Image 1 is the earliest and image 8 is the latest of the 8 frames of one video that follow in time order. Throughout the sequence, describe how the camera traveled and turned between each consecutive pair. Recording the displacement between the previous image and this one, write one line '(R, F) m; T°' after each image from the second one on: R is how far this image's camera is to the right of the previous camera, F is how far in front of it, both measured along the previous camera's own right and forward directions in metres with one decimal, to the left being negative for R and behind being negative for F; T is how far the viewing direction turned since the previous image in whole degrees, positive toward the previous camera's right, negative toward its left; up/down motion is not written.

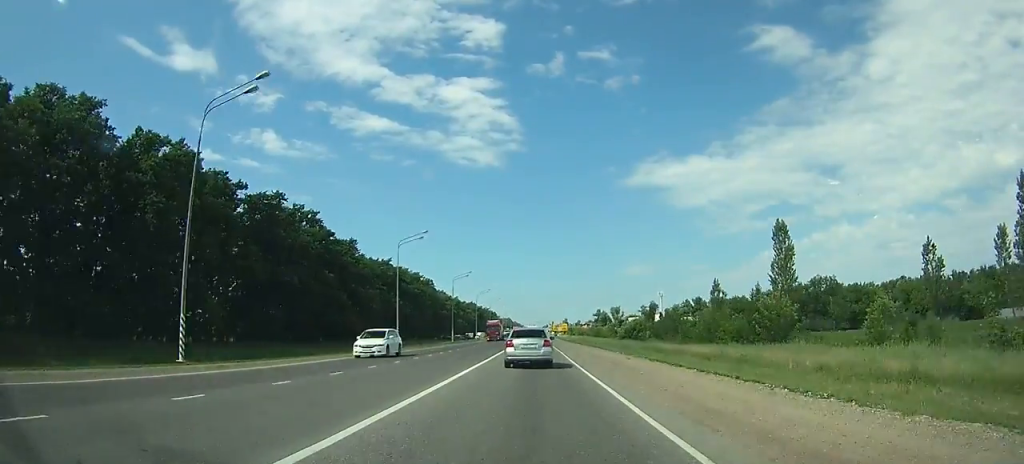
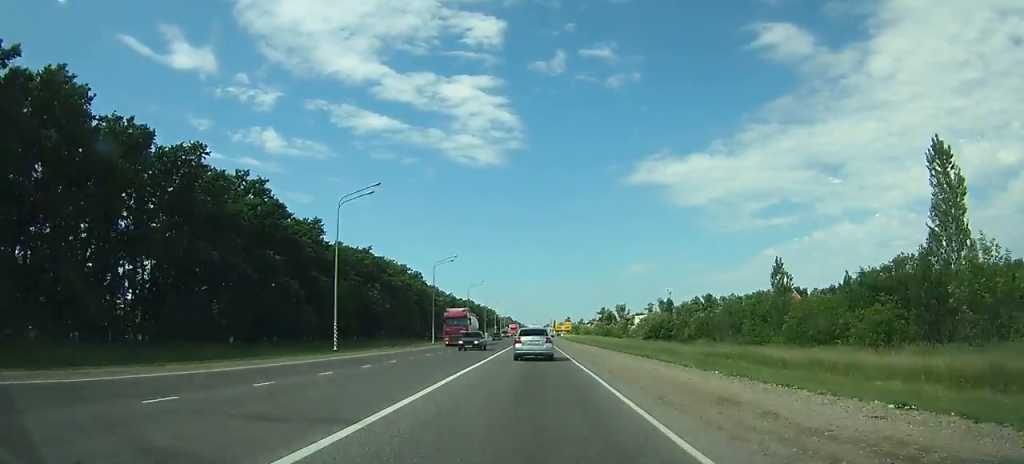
(0.0, +20.3) m; 0°
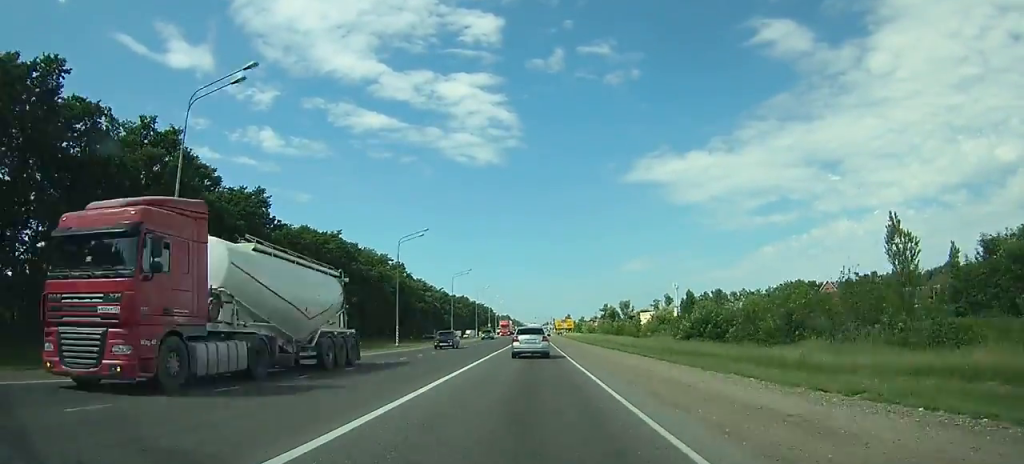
(+0.2, +20.5) m; 0°
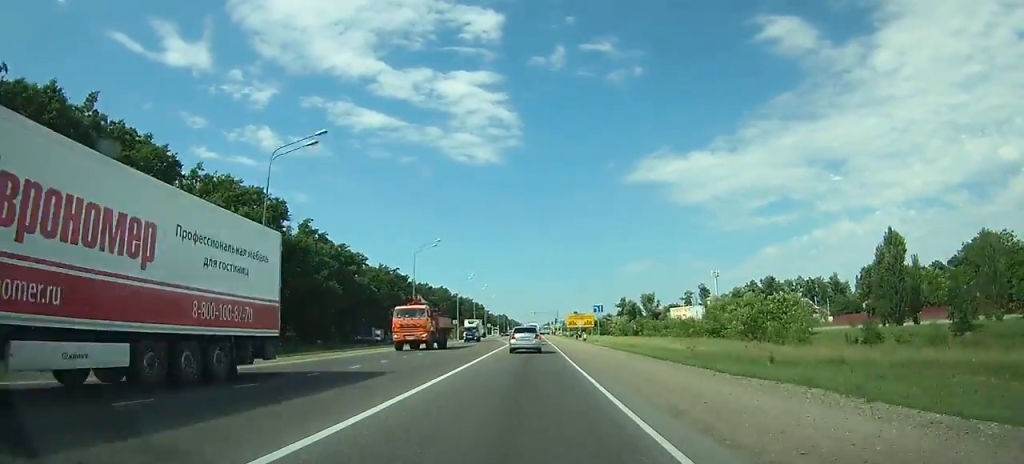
(-0.6, +74.2) m; 0°
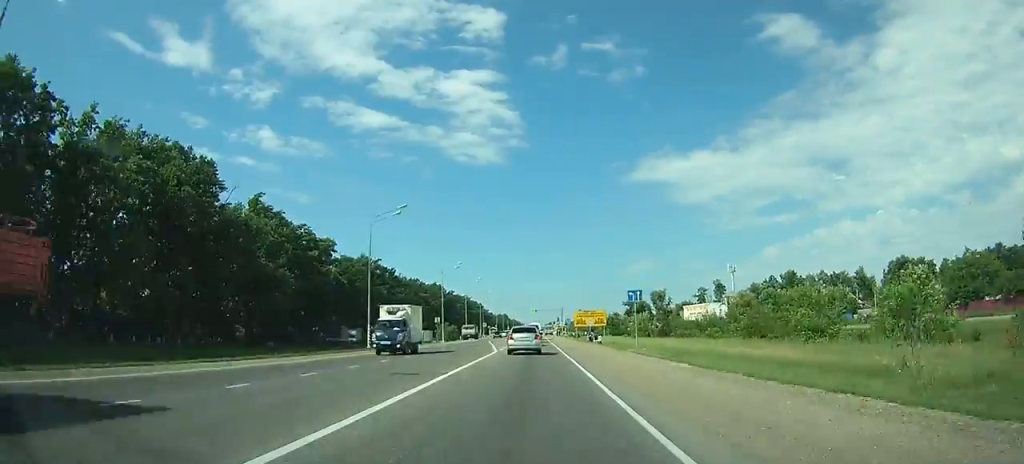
(0.0, +18.8) m; 0°
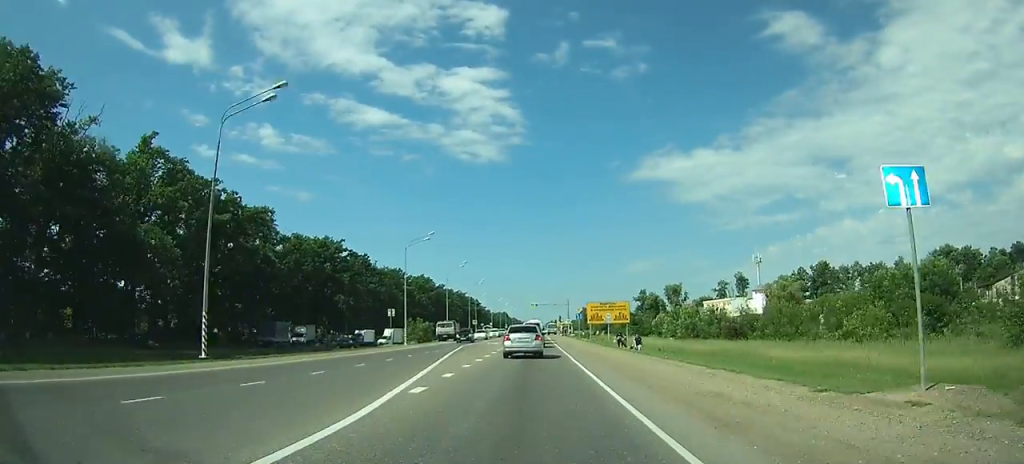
(-0.1, +25.4) m; -1°
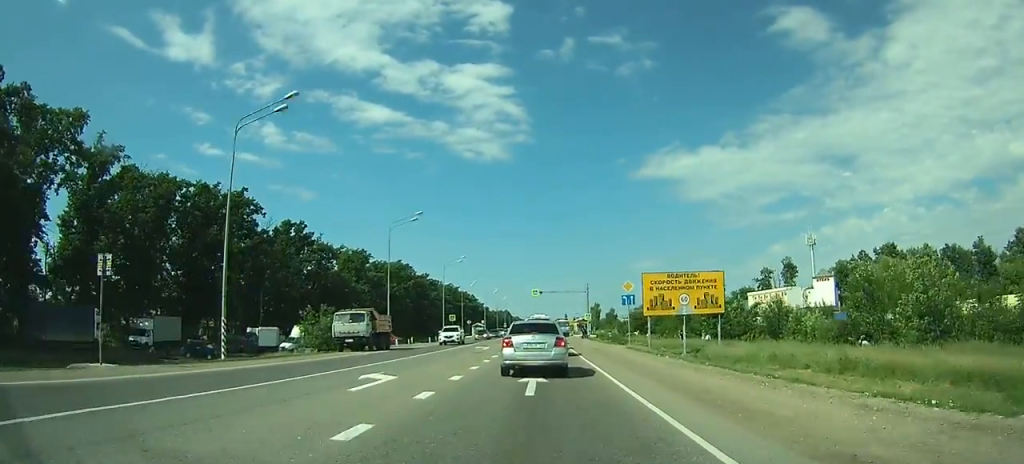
(-0.9, +39.2) m; -2°
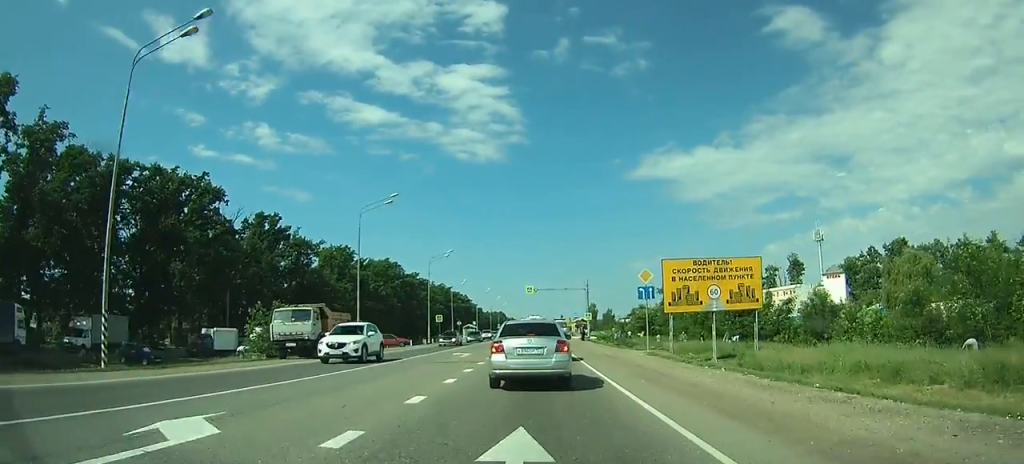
(0.0, +8.9) m; 0°
